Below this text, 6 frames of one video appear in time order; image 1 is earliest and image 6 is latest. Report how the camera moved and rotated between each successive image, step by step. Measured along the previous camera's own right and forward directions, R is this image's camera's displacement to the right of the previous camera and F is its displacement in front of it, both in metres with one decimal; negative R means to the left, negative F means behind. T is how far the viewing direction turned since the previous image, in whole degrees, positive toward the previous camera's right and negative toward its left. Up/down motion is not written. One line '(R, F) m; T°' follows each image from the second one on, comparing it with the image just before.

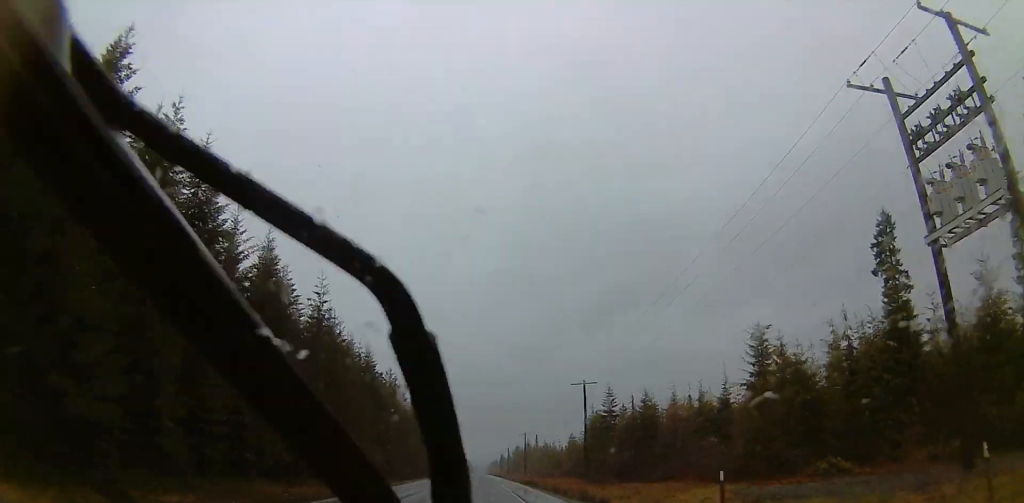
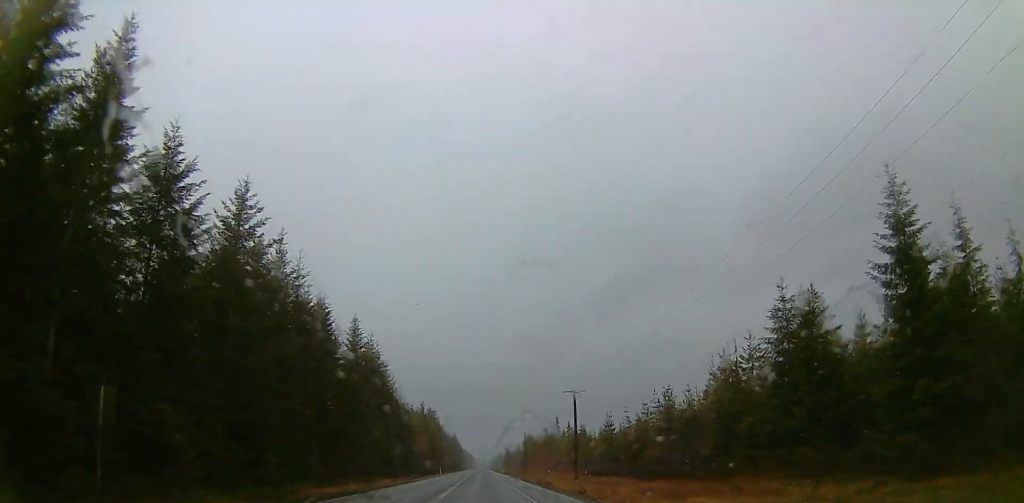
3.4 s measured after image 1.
(-0.6, +88.9) m; -2°
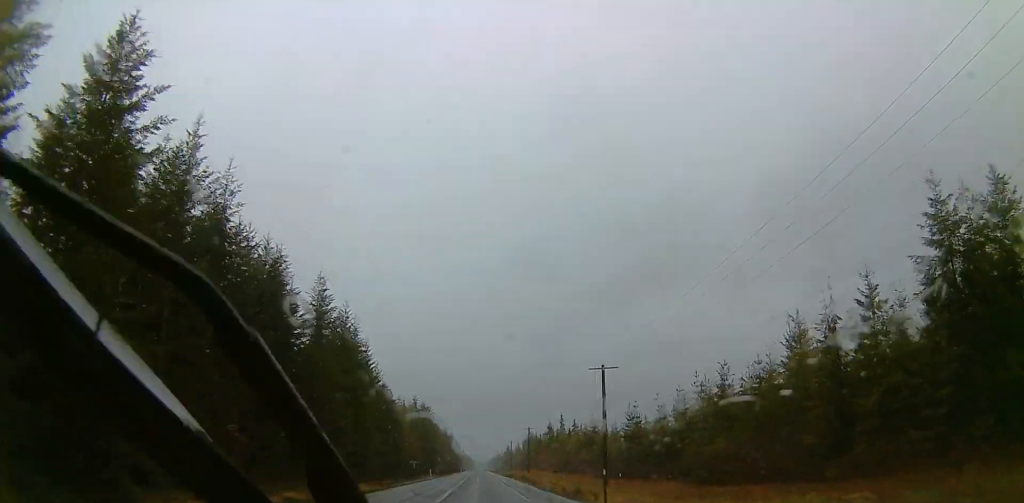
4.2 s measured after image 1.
(+0.9, +21.0) m; +2°
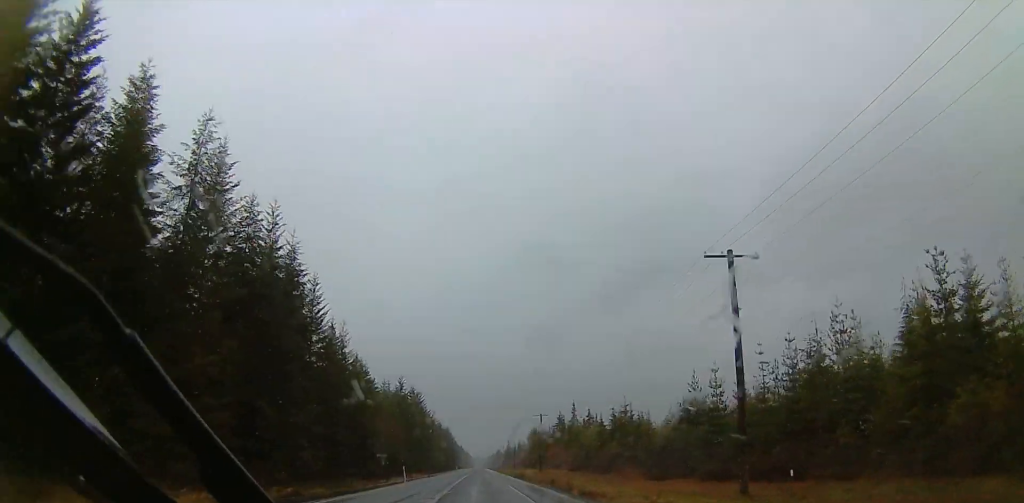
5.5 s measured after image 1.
(+0.5, +35.1) m; +1°
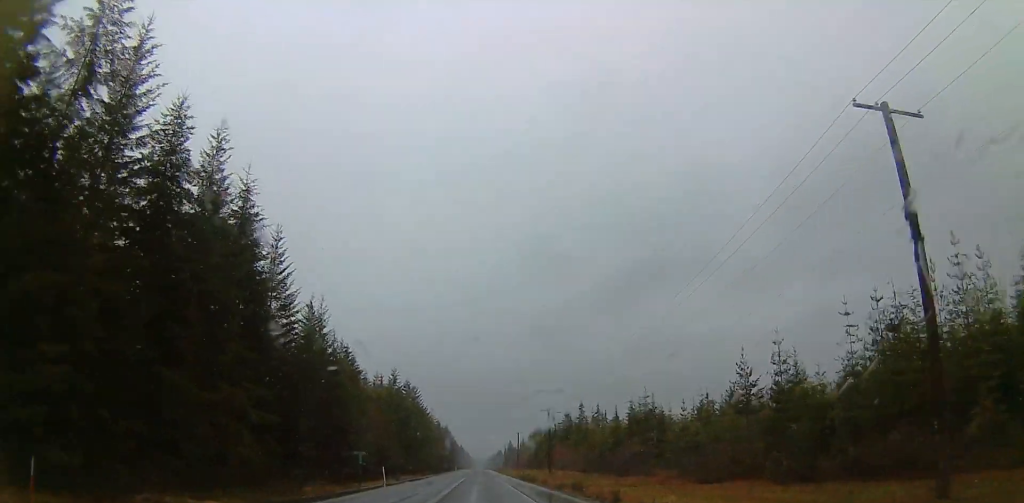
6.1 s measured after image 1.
(+0.1, +14.9) m; 0°
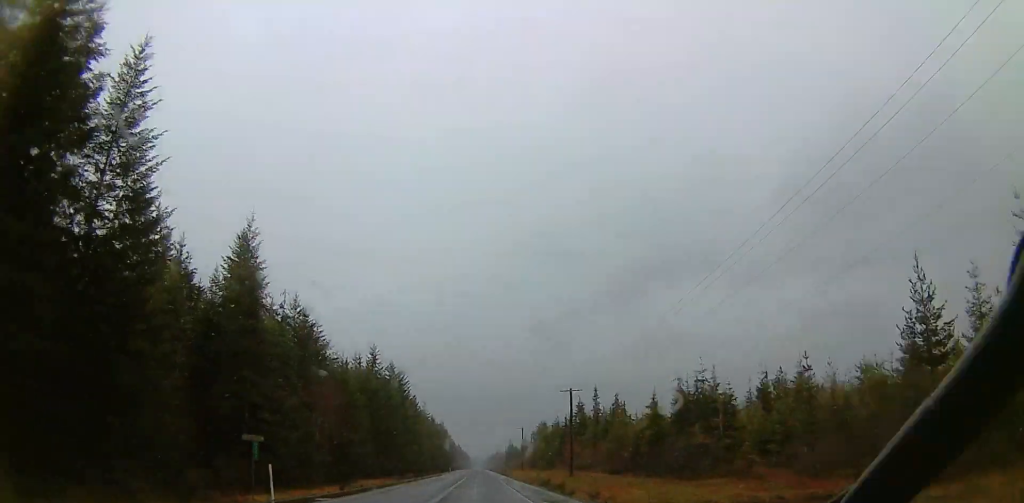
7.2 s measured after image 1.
(0.0, +29.0) m; -1°
